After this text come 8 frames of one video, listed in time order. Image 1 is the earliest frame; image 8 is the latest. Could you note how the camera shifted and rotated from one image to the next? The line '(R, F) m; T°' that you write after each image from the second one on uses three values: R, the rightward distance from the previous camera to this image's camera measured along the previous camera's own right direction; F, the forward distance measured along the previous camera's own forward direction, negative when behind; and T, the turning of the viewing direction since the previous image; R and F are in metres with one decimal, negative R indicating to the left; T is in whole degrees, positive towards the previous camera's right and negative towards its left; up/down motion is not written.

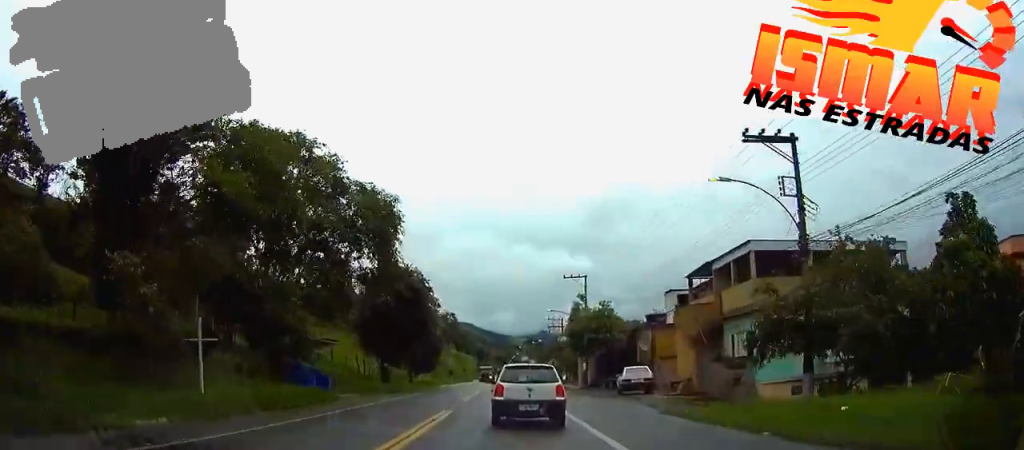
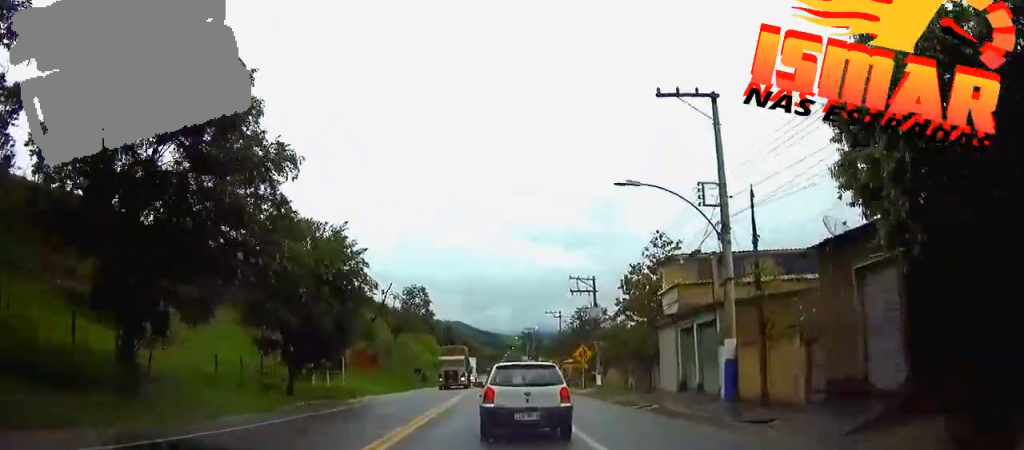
(0.0, +38.4) m; 0°
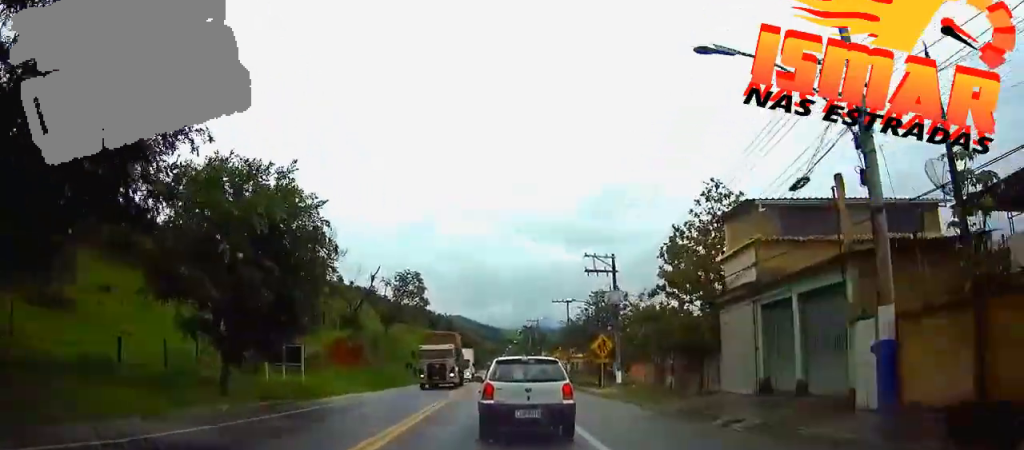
(0.0, +8.3) m; 0°
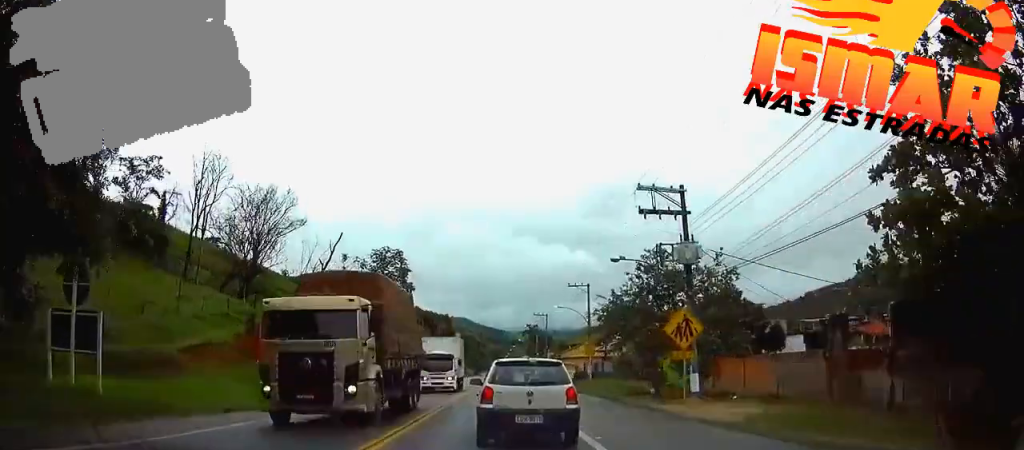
(0.0, +16.9) m; 0°
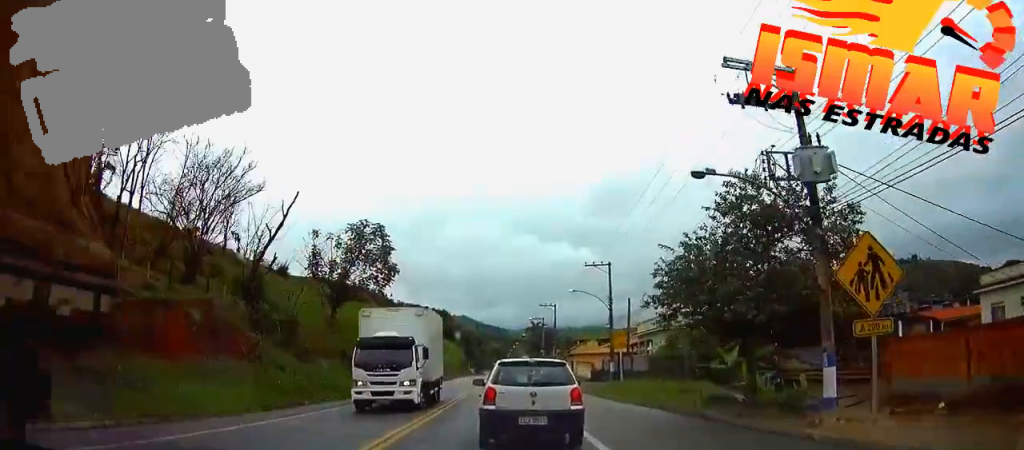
(0.0, +11.7) m; 0°
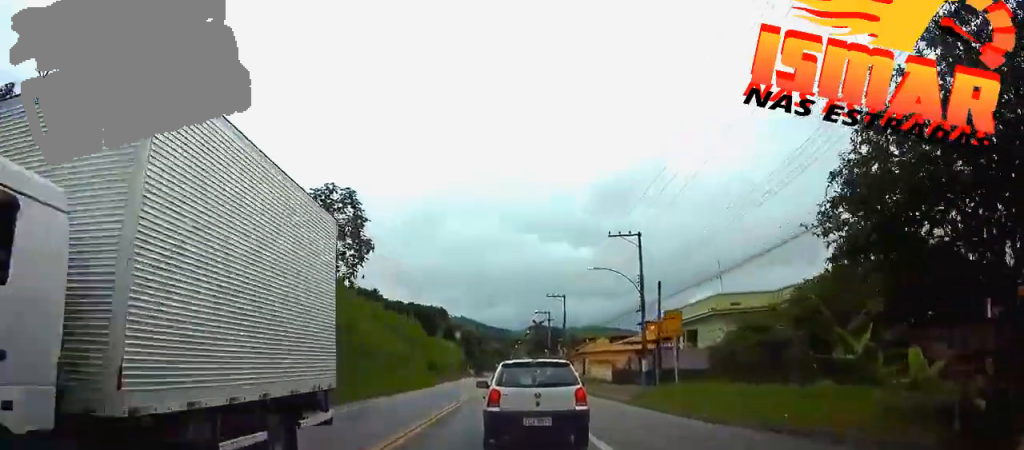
(-0.1, +11.7) m; 0°
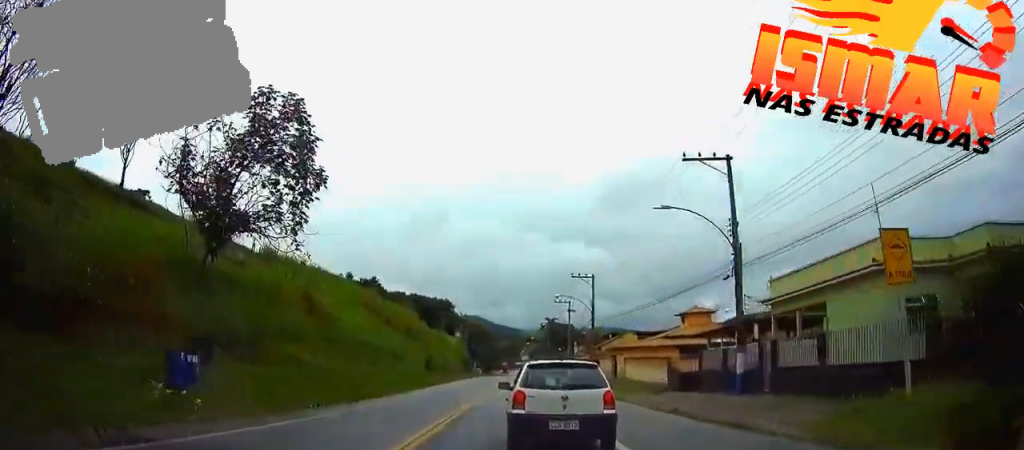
(0.0, +15.6) m; 0°
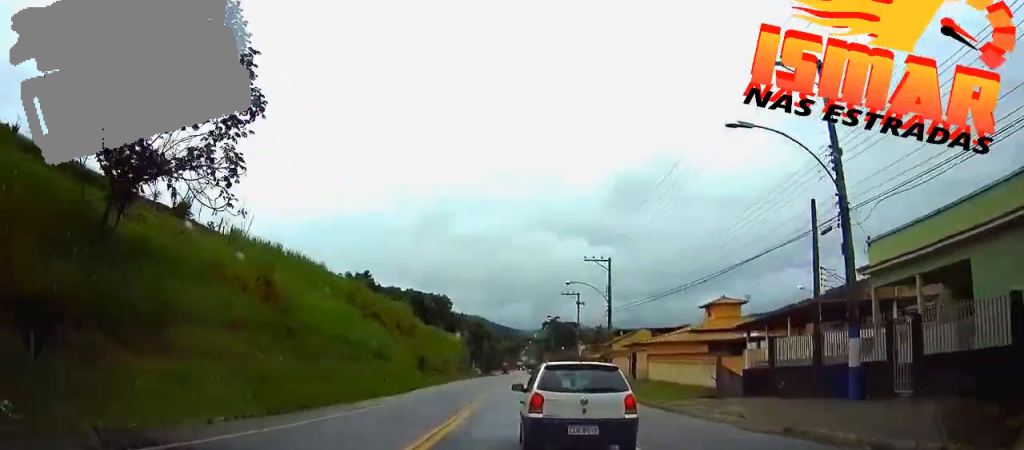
(-0.1, +9.0) m; 0°
